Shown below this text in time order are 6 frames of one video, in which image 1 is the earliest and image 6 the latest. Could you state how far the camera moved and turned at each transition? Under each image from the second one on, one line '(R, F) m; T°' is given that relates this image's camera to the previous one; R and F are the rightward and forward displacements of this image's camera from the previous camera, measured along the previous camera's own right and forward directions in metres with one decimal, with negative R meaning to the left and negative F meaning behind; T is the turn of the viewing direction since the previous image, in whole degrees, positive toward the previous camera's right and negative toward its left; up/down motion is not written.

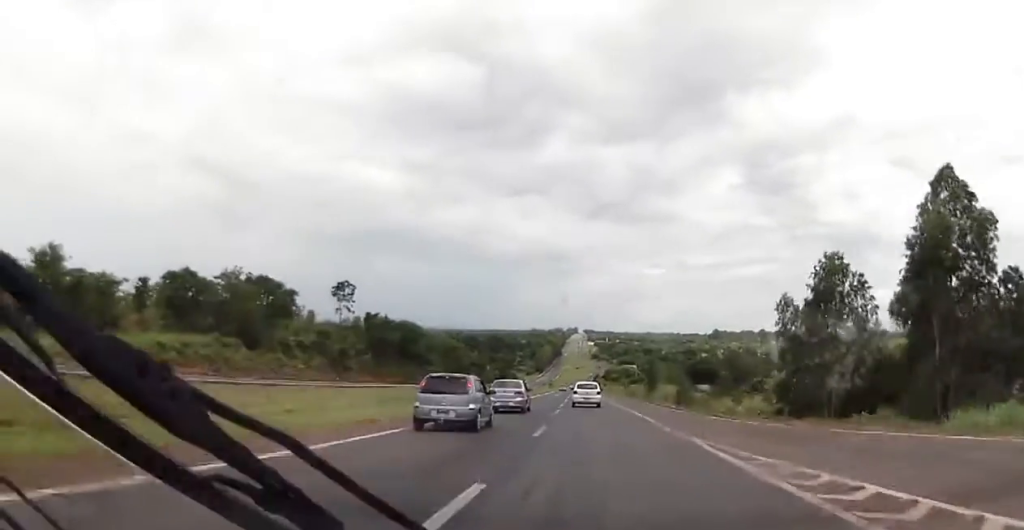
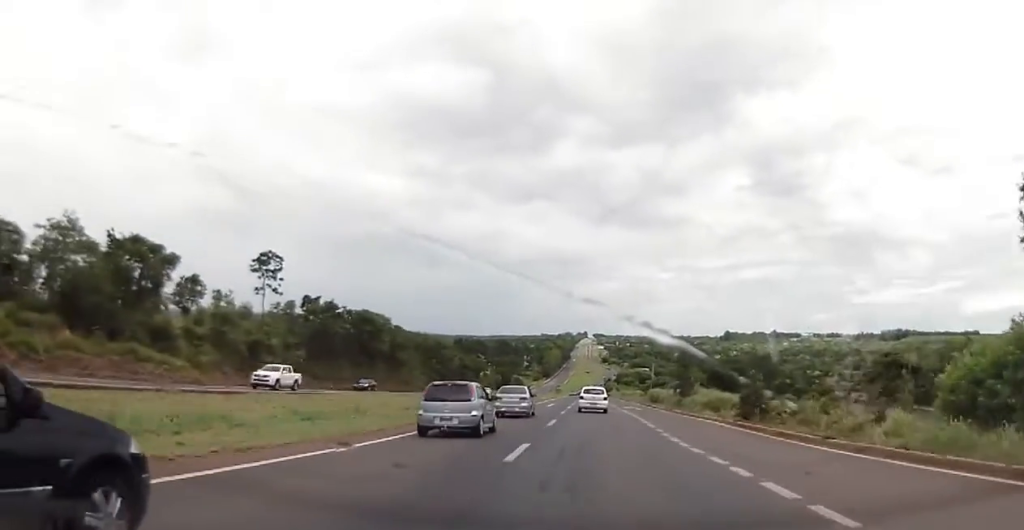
(0.0, +29.1) m; 0°
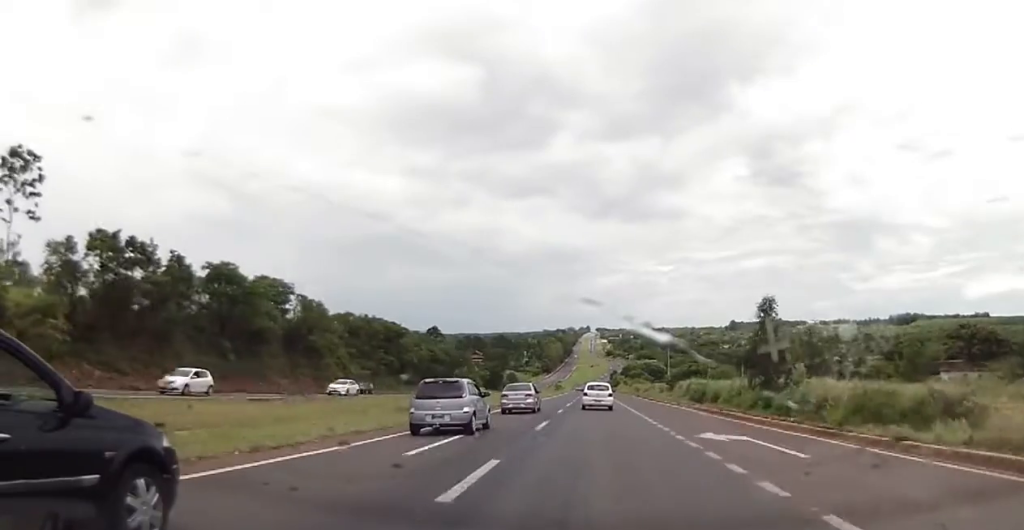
(-0.6, +40.7) m; -1°
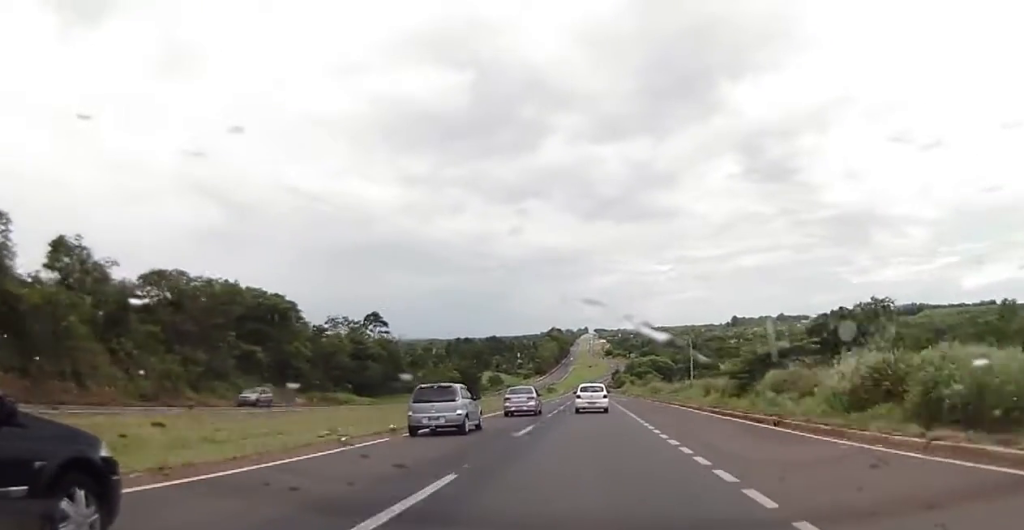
(+0.4, +49.8) m; 0°
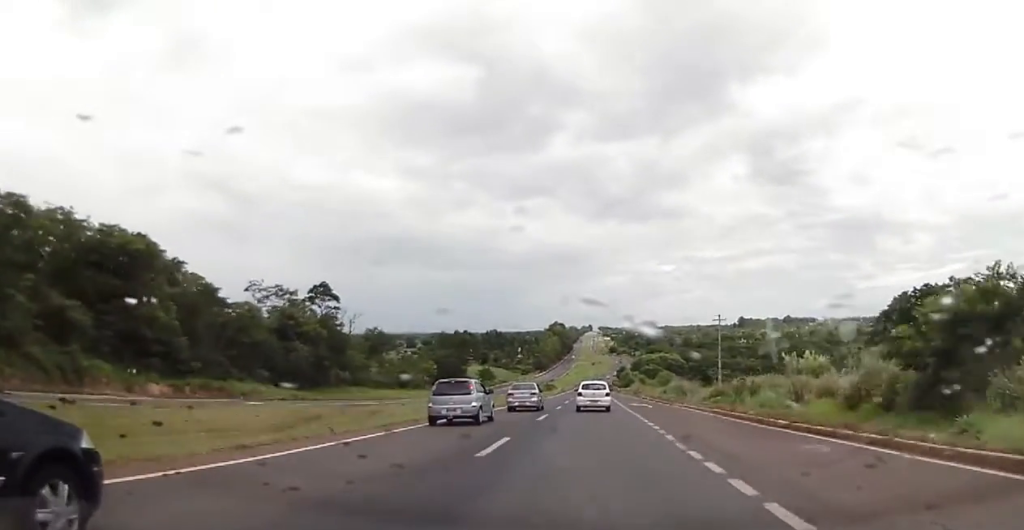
(-0.1, +30.2) m; 0°
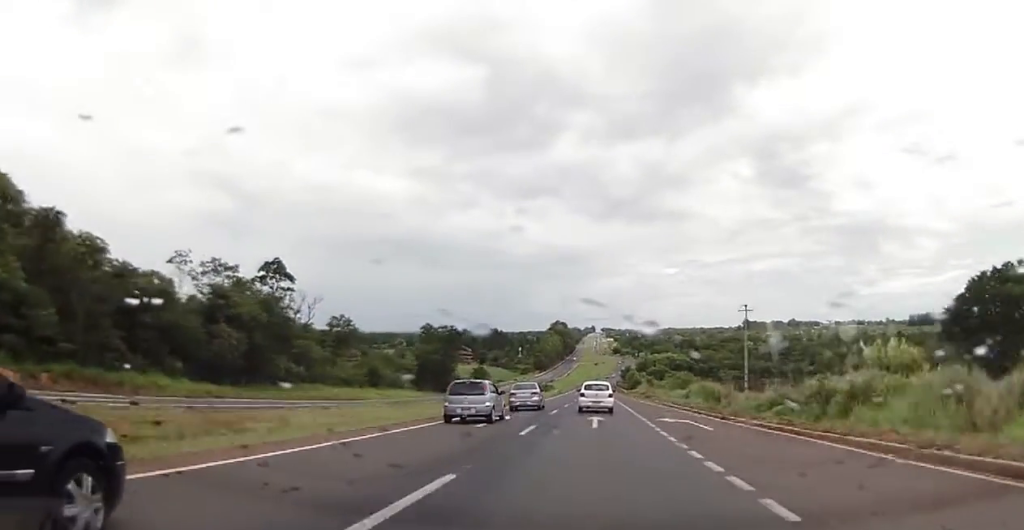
(+0.1, +18.9) m; 0°
